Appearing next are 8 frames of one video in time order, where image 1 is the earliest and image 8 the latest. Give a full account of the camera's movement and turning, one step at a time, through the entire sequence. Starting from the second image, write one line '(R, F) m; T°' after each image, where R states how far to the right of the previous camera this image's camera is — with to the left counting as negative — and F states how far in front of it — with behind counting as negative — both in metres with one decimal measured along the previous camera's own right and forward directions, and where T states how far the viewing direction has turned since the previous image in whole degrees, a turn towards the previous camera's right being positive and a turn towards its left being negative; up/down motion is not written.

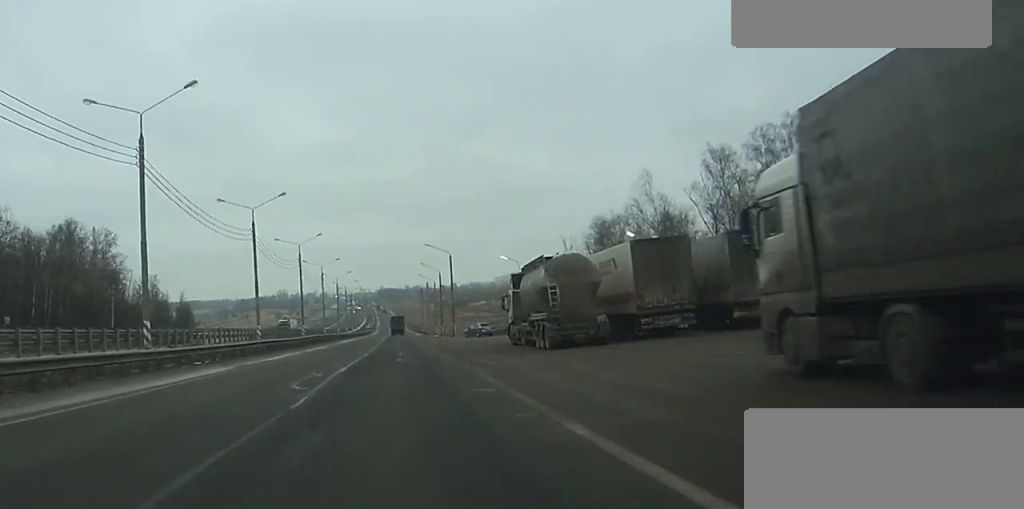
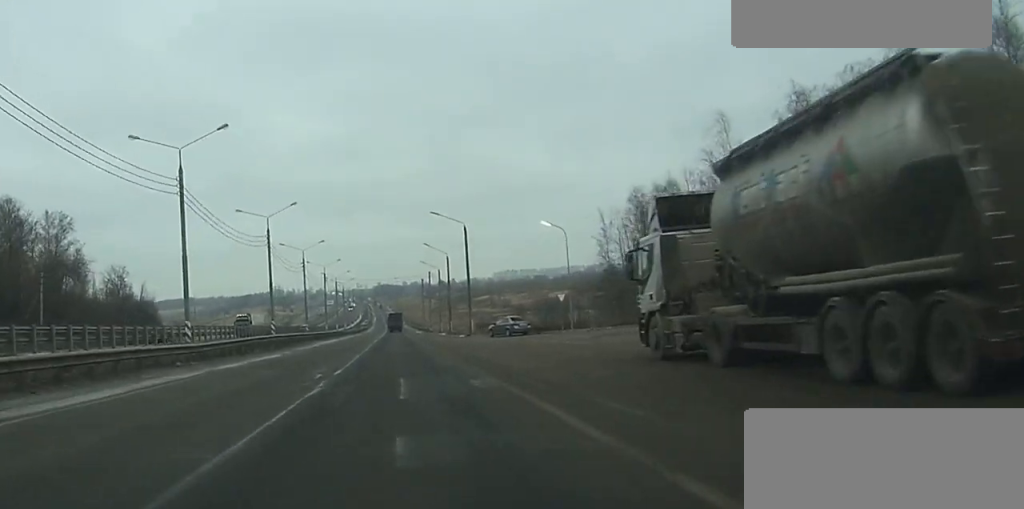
(0.0, +27.2) m; 0°
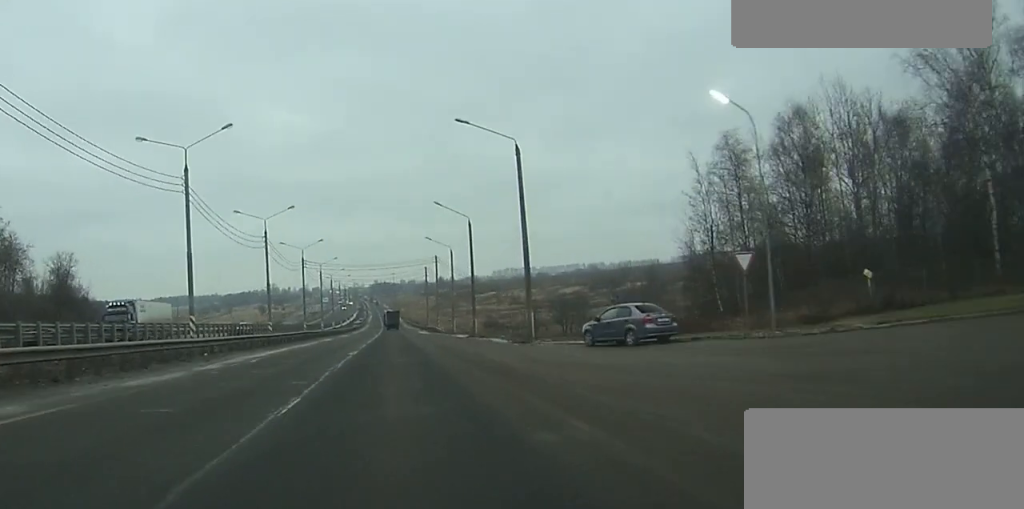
(+0.3, +35.1) m; +1°
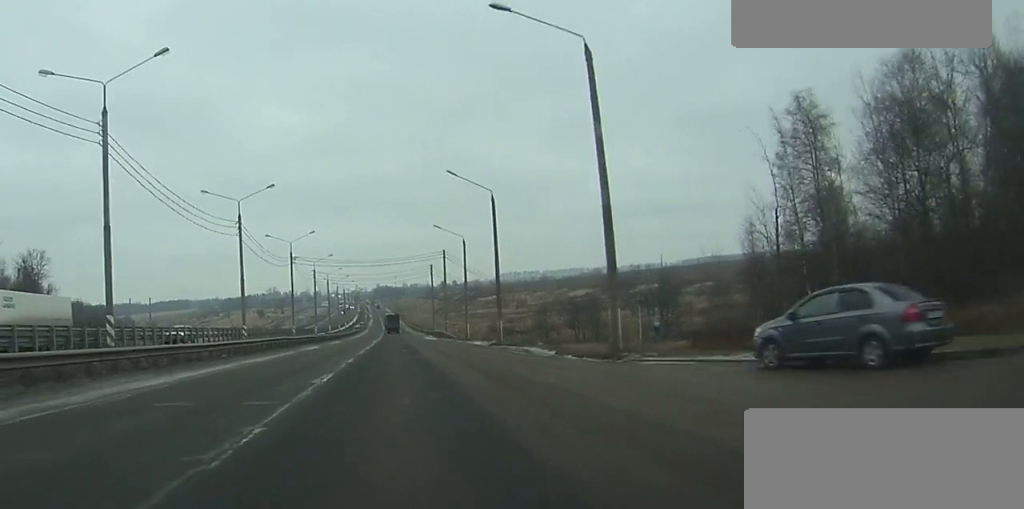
(0.0, +16.9) m; 0°
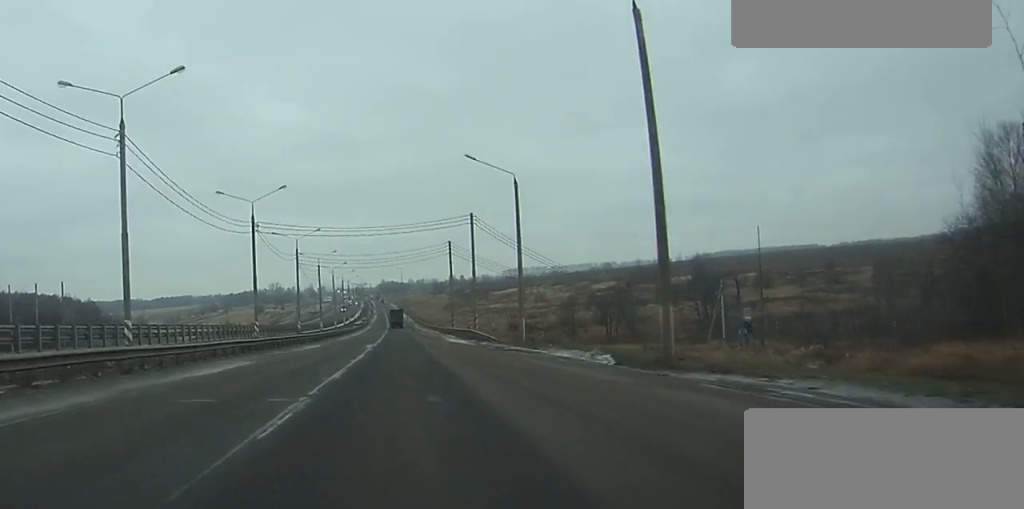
(+0.3, +34.0) m; +1°
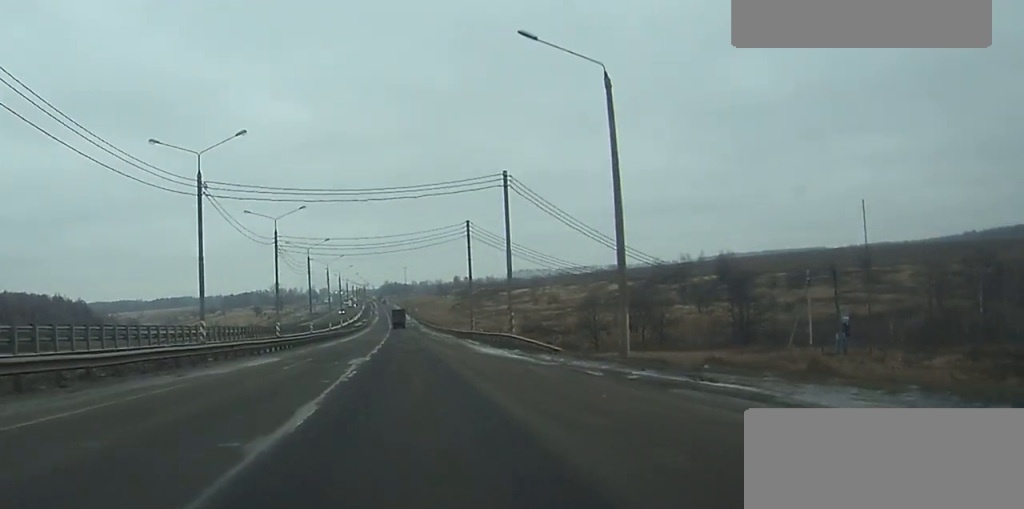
(+0.2, +22.6) m; 0°
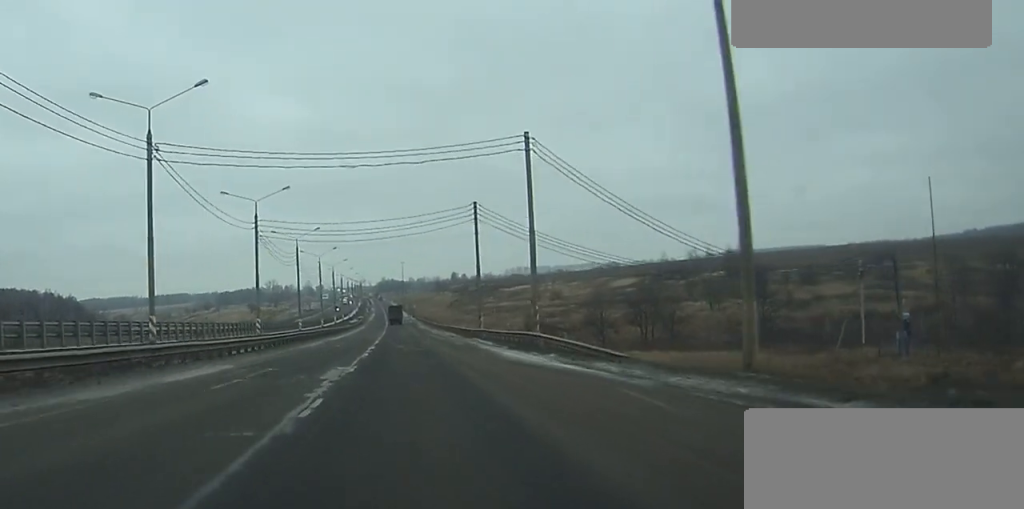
(0.0, +10.8) m; 0°
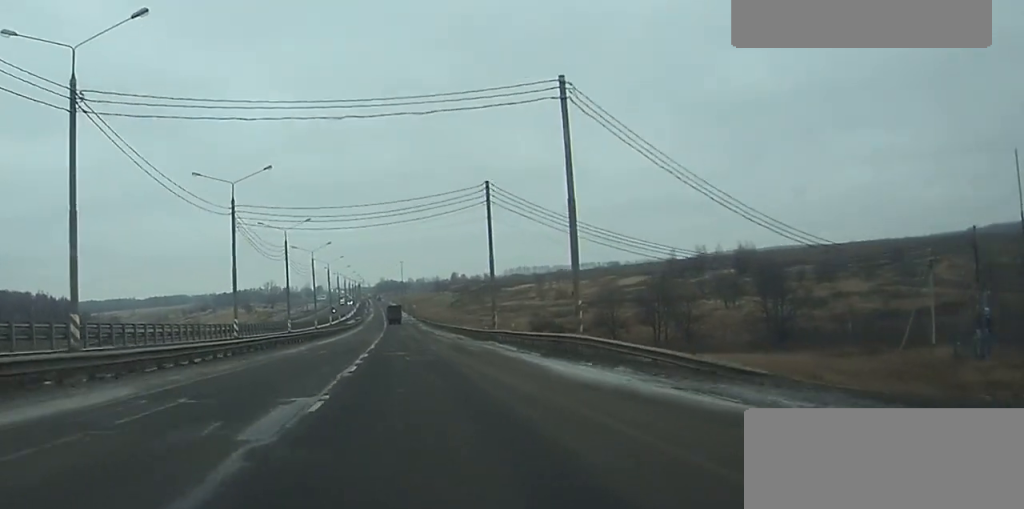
(0.0, +10.8) m; 0°
